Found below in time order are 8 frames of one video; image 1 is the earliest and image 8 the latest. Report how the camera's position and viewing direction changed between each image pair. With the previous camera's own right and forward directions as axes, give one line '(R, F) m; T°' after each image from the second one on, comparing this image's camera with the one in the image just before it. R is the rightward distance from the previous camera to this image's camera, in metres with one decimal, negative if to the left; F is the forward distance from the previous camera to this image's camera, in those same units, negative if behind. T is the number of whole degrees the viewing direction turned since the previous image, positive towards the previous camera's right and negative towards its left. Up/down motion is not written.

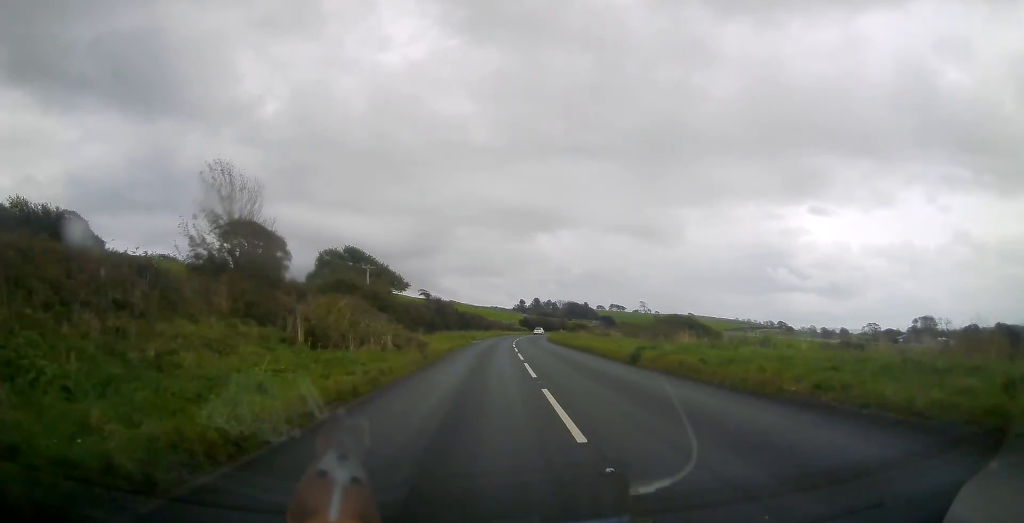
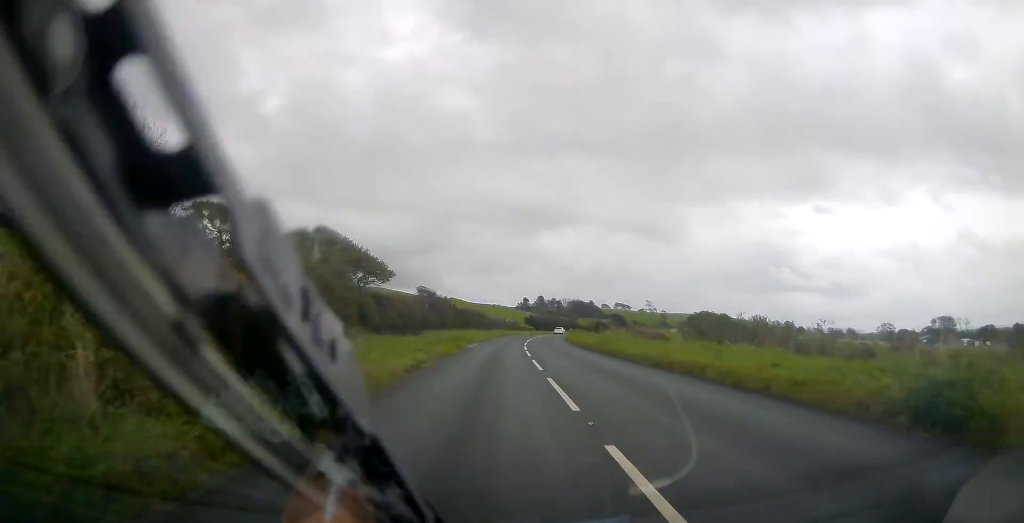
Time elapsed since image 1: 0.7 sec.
(-0.1, +15.7) m; 0°
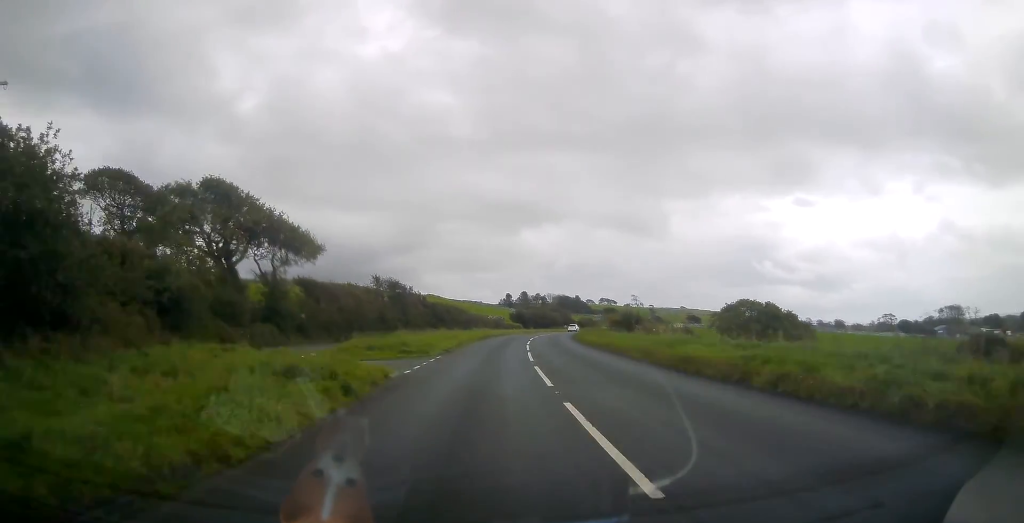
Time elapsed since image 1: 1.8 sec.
(+0.1, +24.0) m; +1°
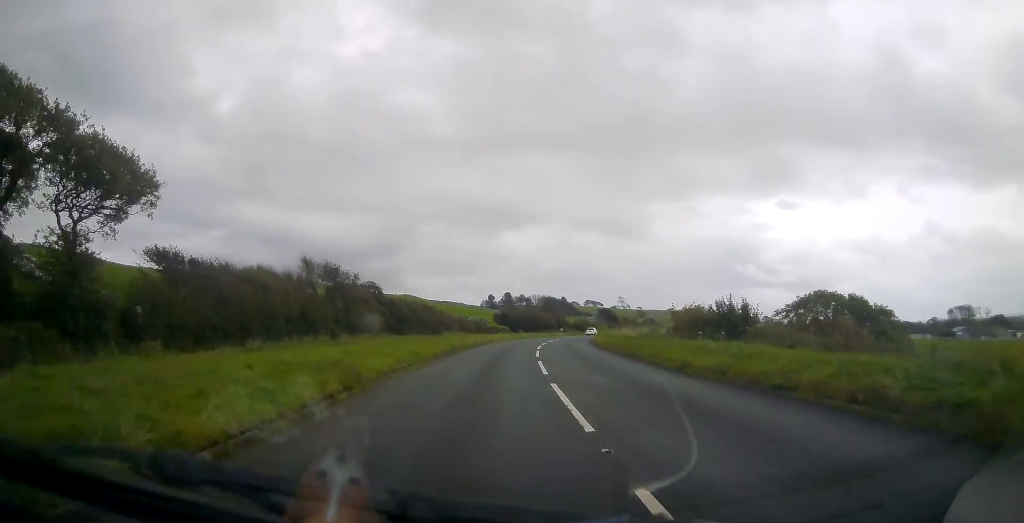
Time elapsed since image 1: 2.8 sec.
(+0.4, +23.9) m; +2°
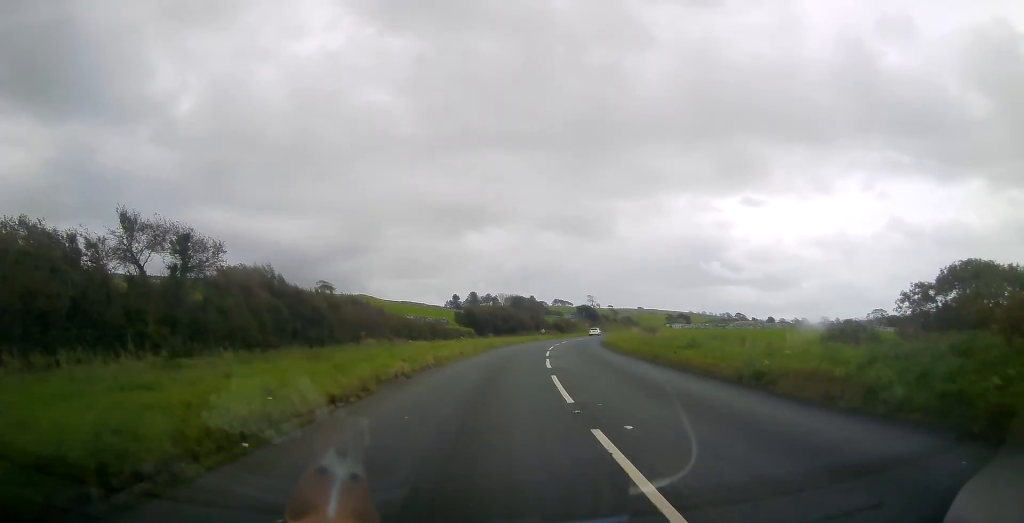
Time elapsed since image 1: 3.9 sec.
(+0.3, +24.5) m; +2°
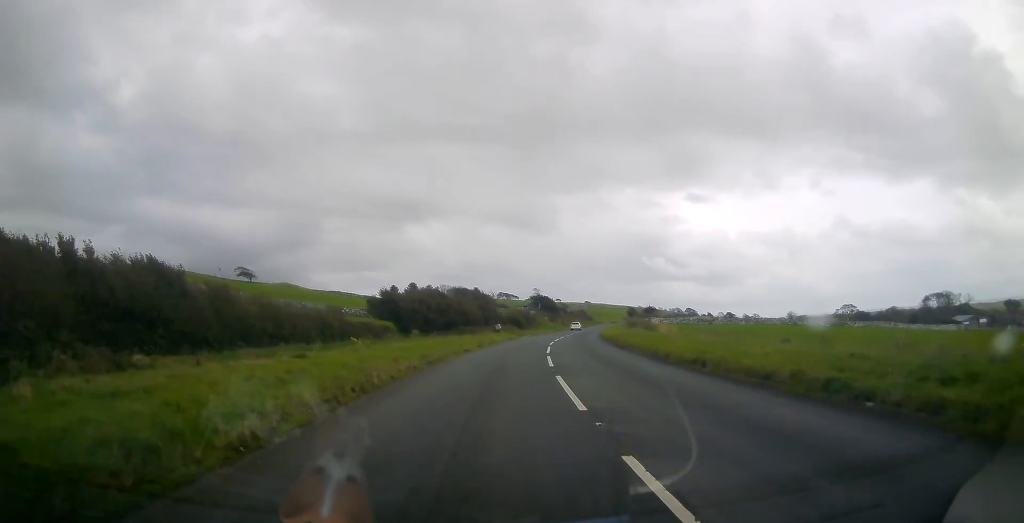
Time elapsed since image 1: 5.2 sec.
(+0.8, +28.9) m; +4°
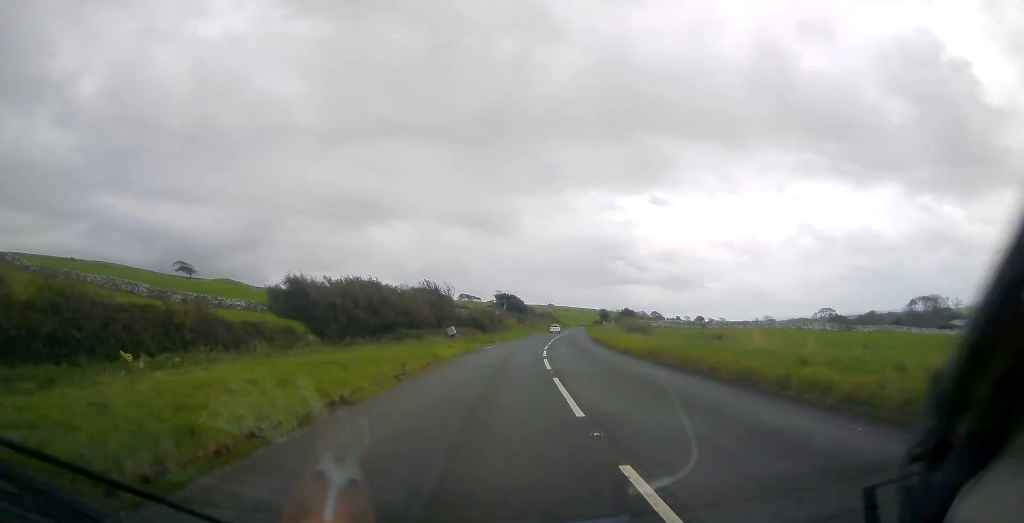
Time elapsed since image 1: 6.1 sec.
(+0.5, +18.5) m; +3°
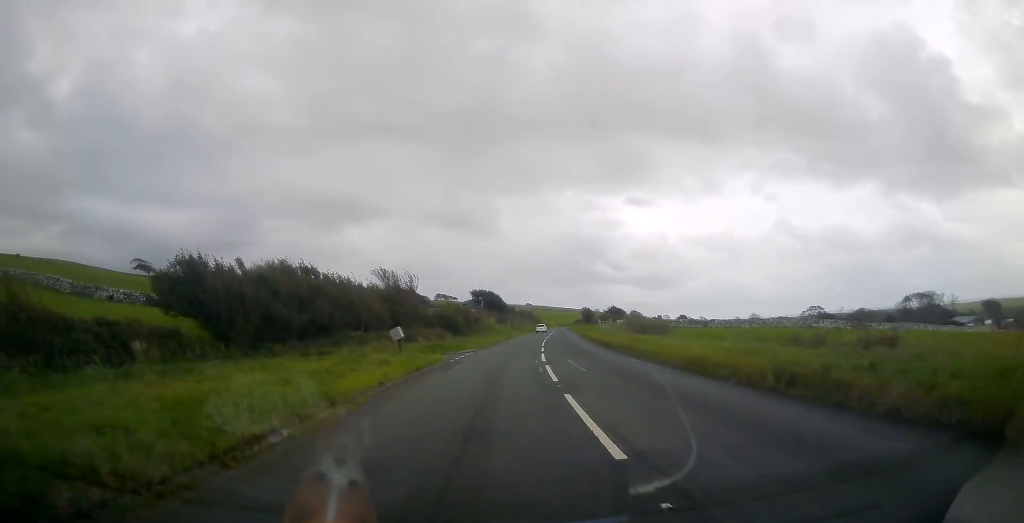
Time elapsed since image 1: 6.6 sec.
(+0.4, +12.7) m; +2°
